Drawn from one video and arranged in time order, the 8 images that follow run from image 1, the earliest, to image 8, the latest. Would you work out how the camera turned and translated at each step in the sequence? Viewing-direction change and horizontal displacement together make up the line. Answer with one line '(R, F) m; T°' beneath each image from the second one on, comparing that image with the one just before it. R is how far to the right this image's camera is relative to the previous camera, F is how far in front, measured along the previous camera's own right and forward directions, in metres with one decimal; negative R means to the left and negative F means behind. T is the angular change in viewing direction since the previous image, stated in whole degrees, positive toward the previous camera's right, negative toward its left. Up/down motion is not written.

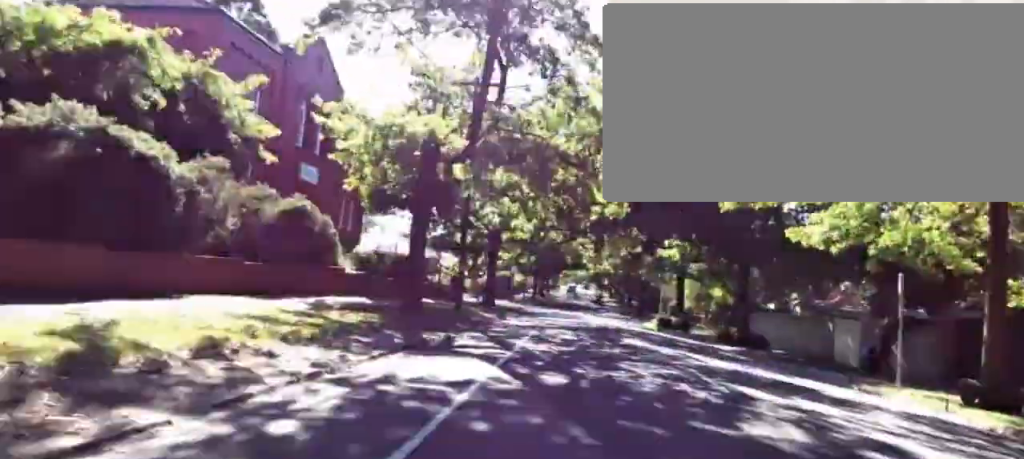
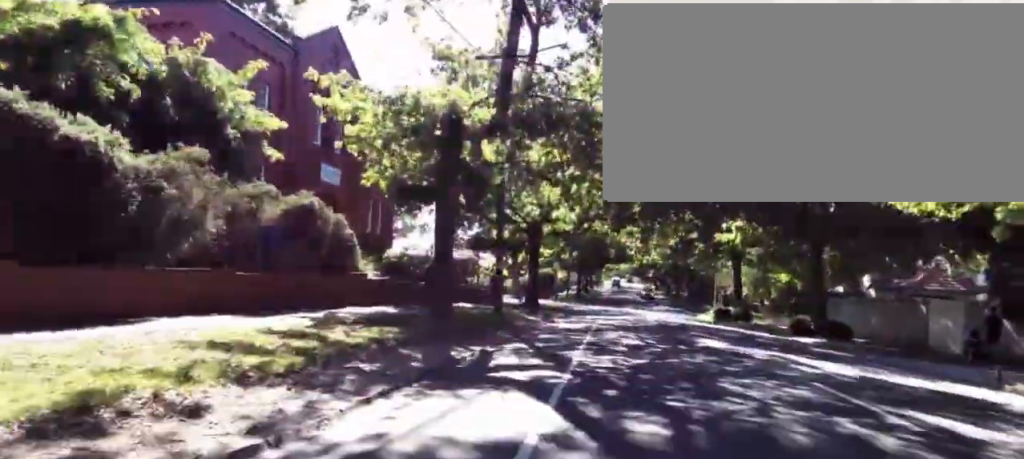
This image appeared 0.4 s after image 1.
(0.0, +2.9) m; 0°
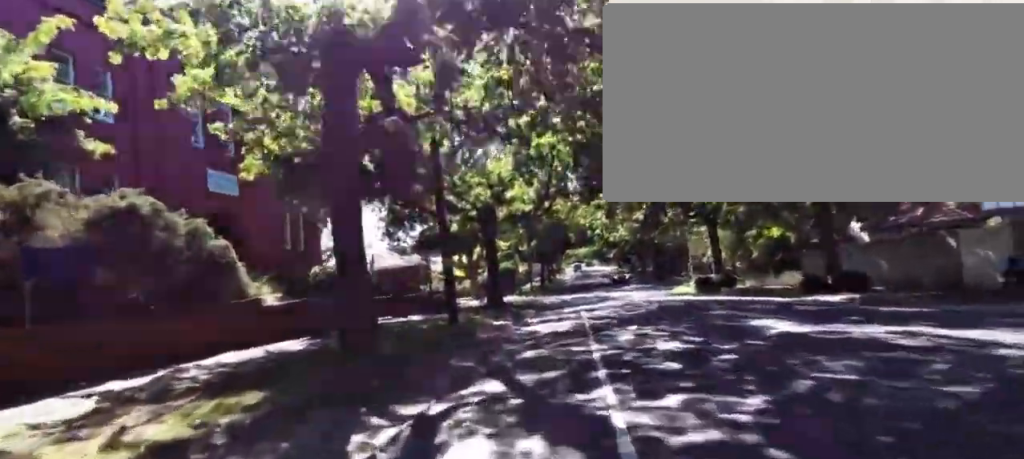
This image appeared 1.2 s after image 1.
(0.0, +6.4) m; 0°
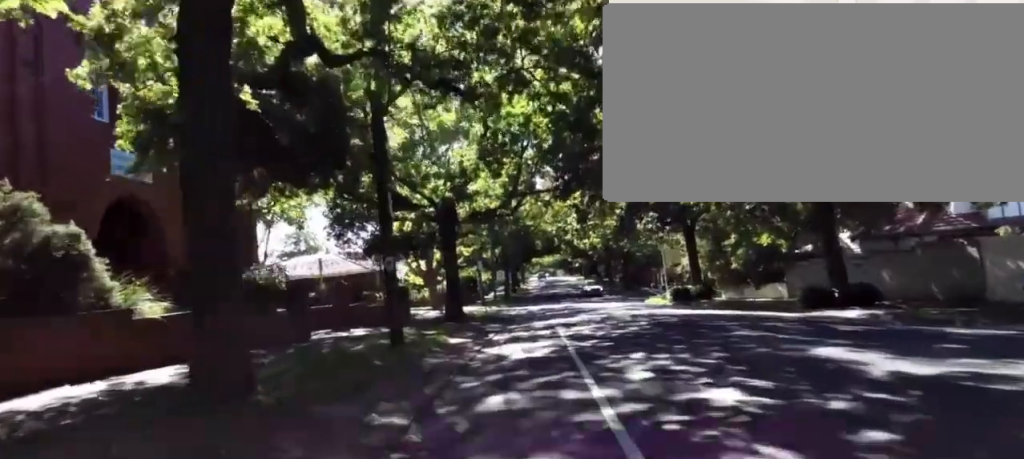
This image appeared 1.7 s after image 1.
(0.0, +4.0) m; 0°
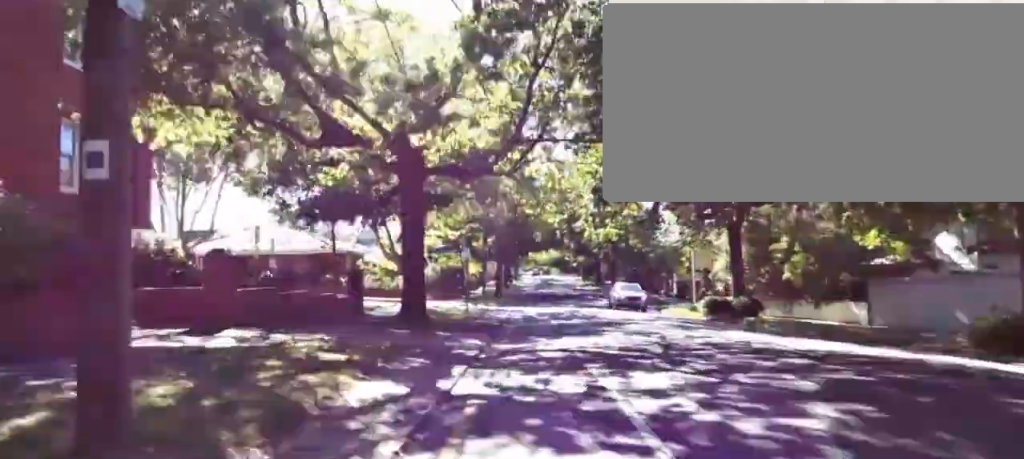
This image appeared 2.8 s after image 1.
(0.0, +10.0) m; -2°
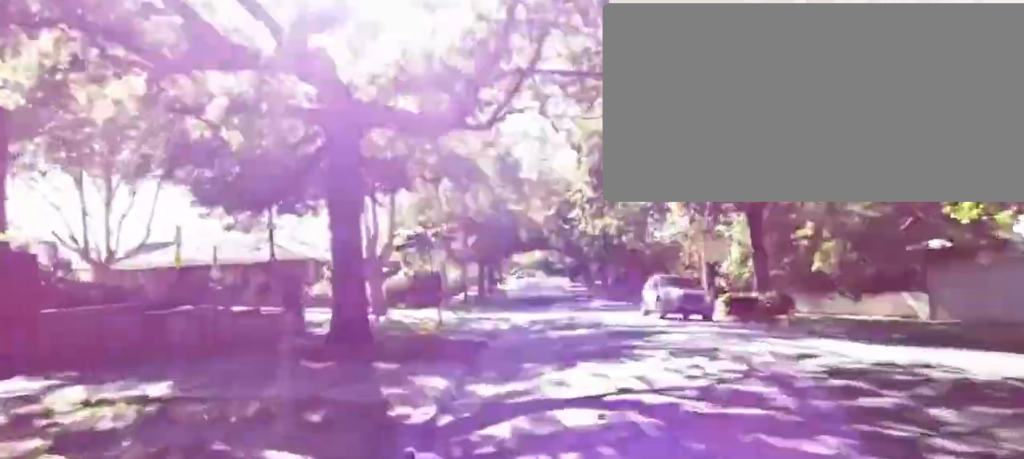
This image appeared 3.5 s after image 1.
(0.0, +5.7) m; -3°
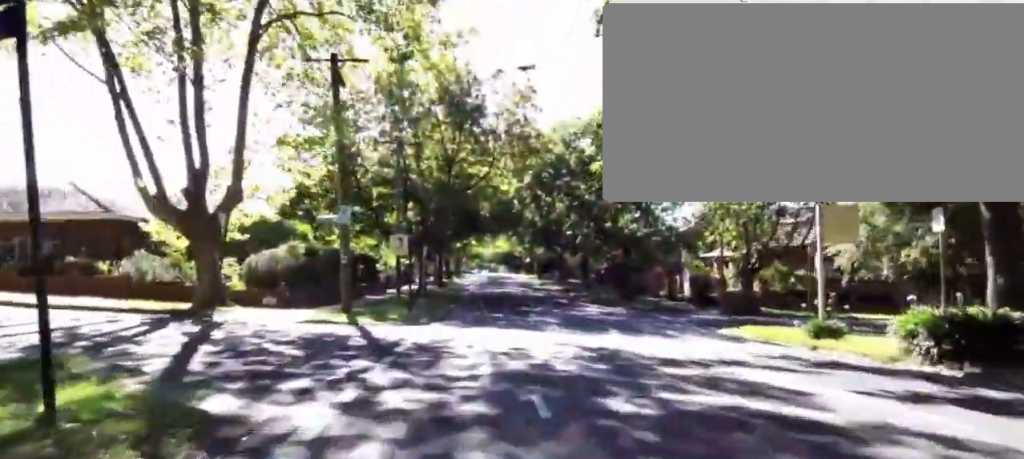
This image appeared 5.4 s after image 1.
(-1.1, +15.6) m; 0°
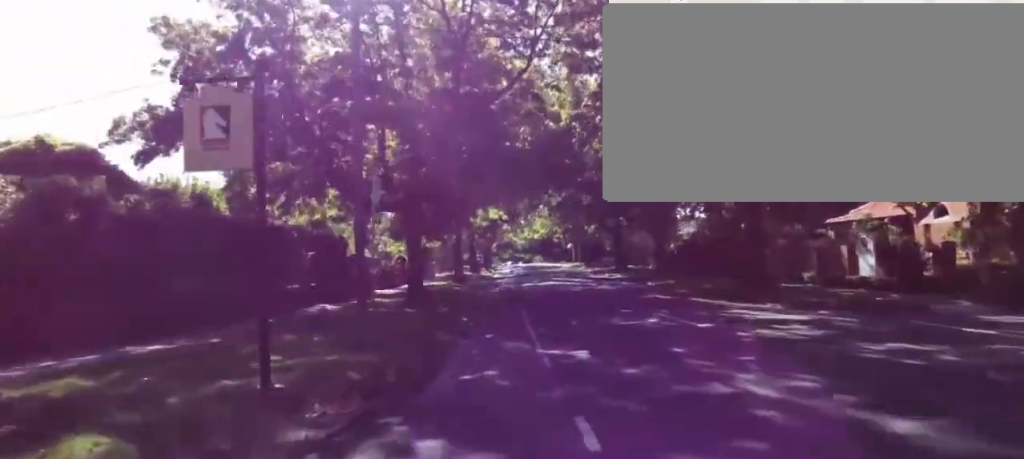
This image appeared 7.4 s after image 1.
(+1.7, +16.8) m; +4°
